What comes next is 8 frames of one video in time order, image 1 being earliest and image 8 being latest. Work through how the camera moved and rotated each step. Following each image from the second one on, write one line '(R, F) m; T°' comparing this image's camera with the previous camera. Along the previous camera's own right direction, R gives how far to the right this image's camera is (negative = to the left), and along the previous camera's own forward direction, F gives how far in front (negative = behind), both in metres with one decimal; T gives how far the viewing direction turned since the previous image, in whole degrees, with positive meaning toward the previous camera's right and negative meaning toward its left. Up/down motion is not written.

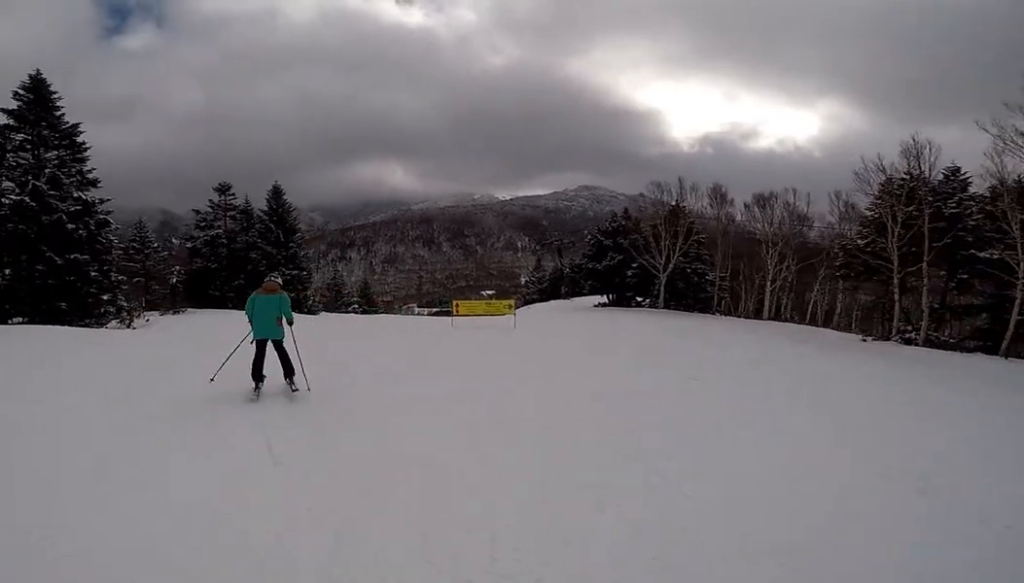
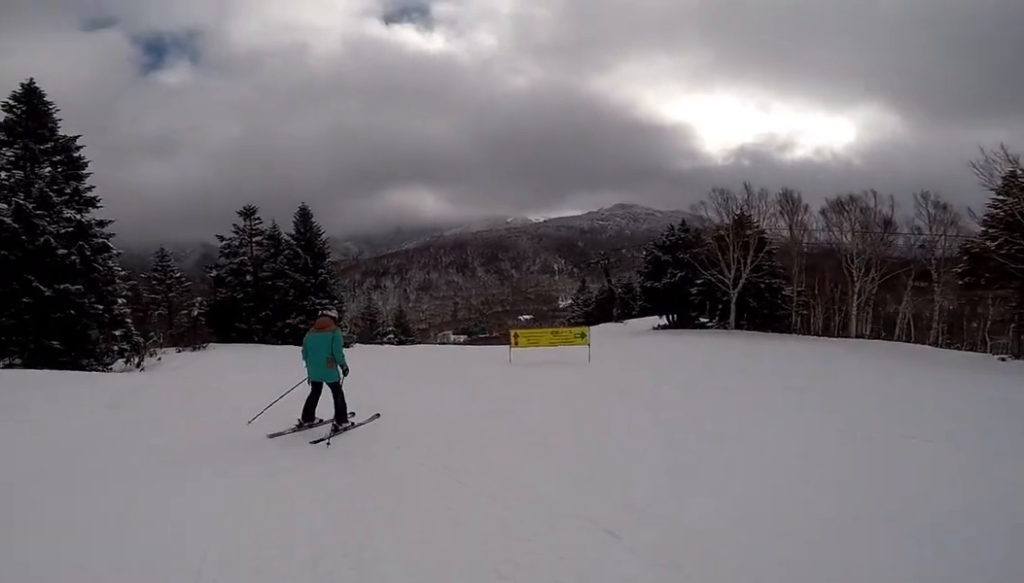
(0.0, +3.3) m; 0°
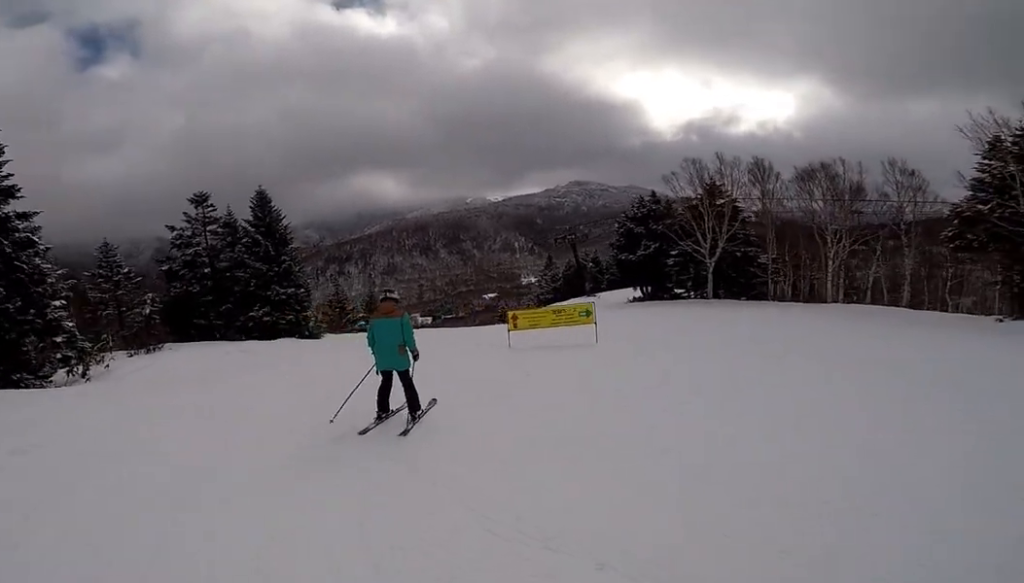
(0.0, +2.2) m; +9°
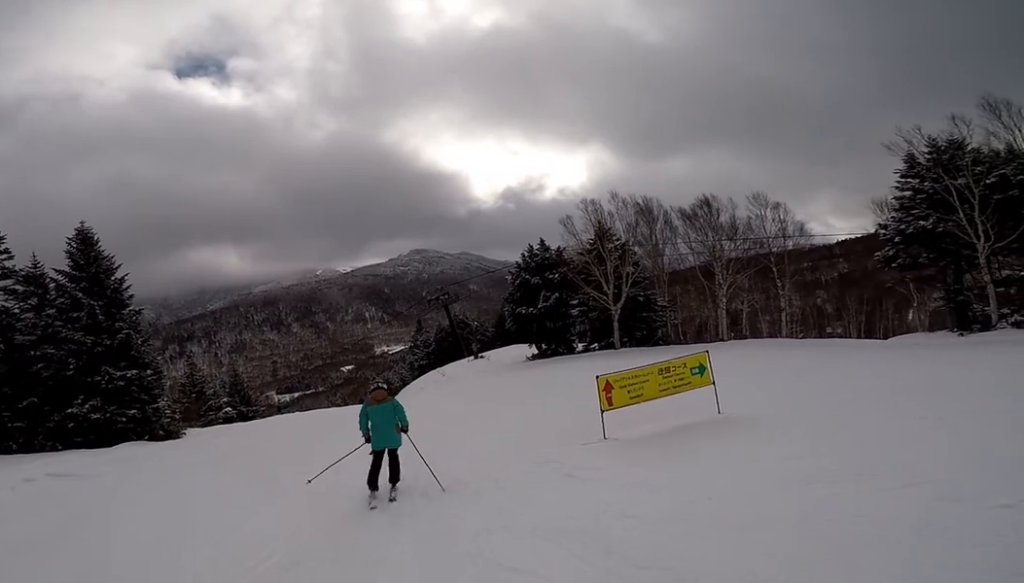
(+3.2, +8.3) m; +29°
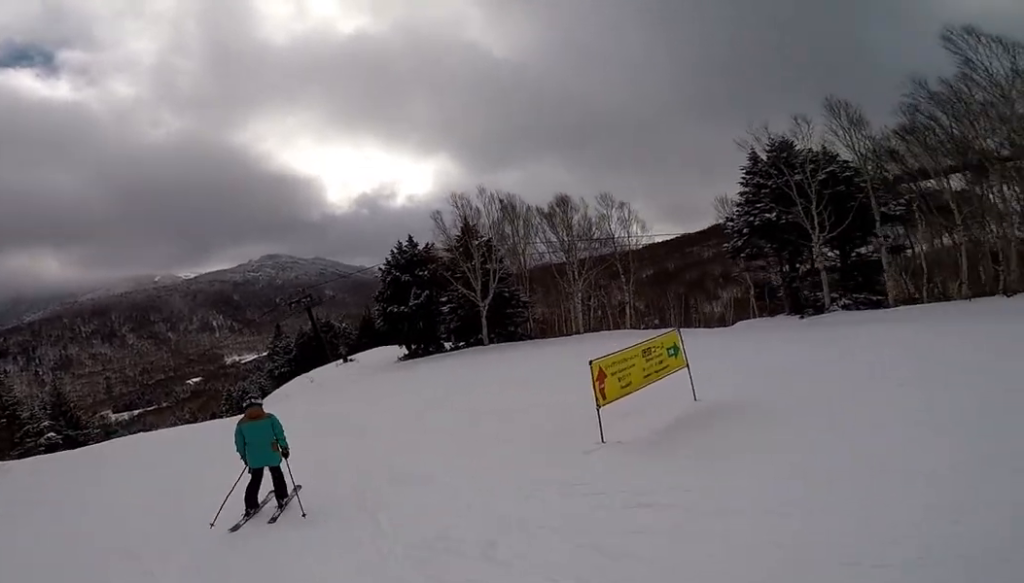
(0.0, +3.2) m; +11°
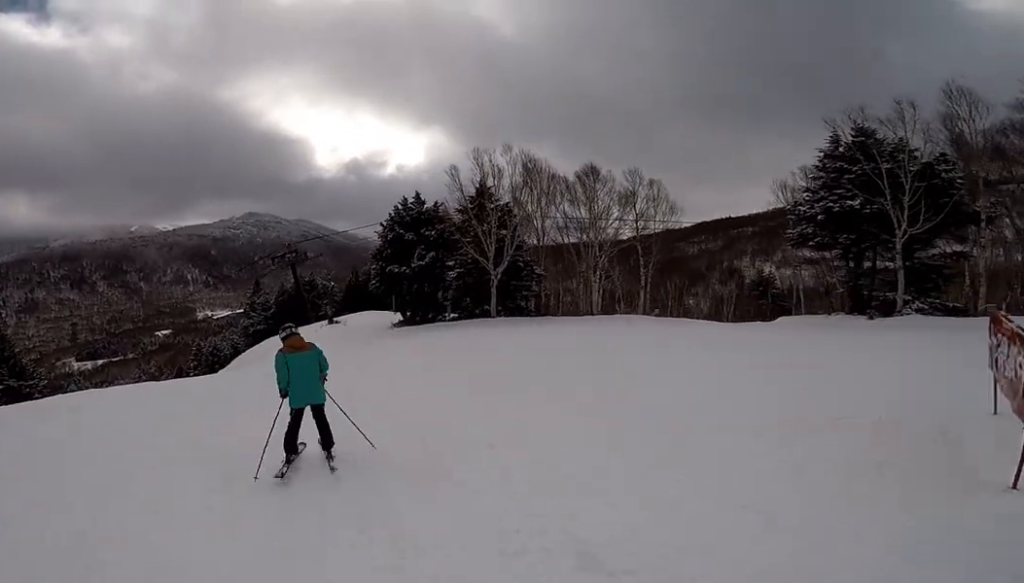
(+0.7, +3.7) m; -4°
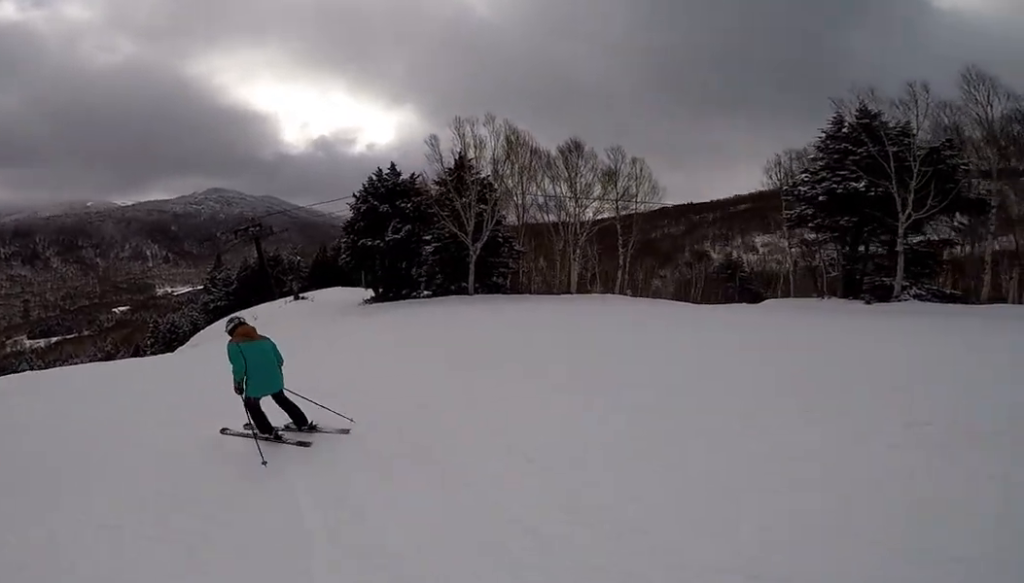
(+0.8, +1.5) m; -7°
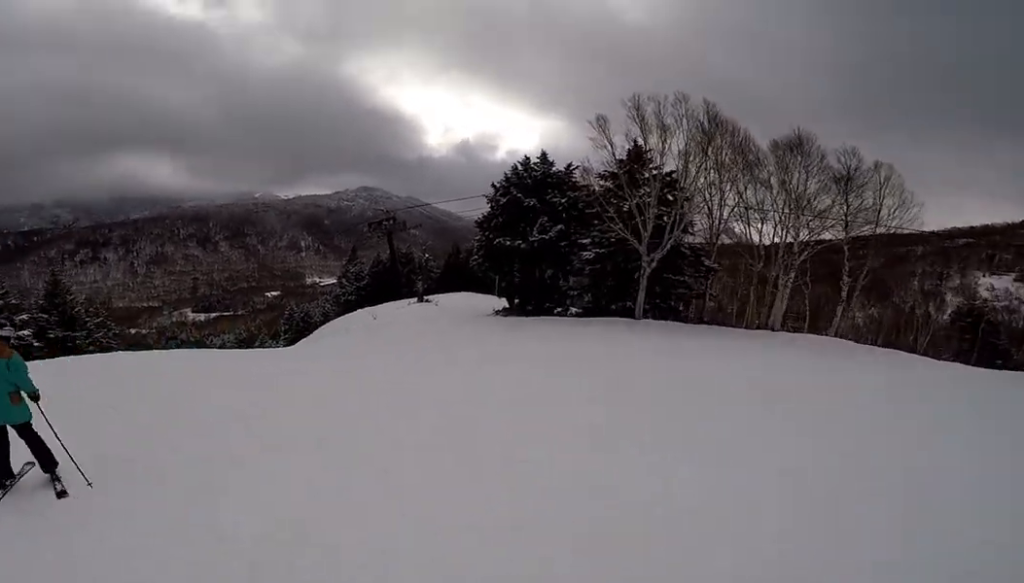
(-2.9, +3.8) m; -35°
